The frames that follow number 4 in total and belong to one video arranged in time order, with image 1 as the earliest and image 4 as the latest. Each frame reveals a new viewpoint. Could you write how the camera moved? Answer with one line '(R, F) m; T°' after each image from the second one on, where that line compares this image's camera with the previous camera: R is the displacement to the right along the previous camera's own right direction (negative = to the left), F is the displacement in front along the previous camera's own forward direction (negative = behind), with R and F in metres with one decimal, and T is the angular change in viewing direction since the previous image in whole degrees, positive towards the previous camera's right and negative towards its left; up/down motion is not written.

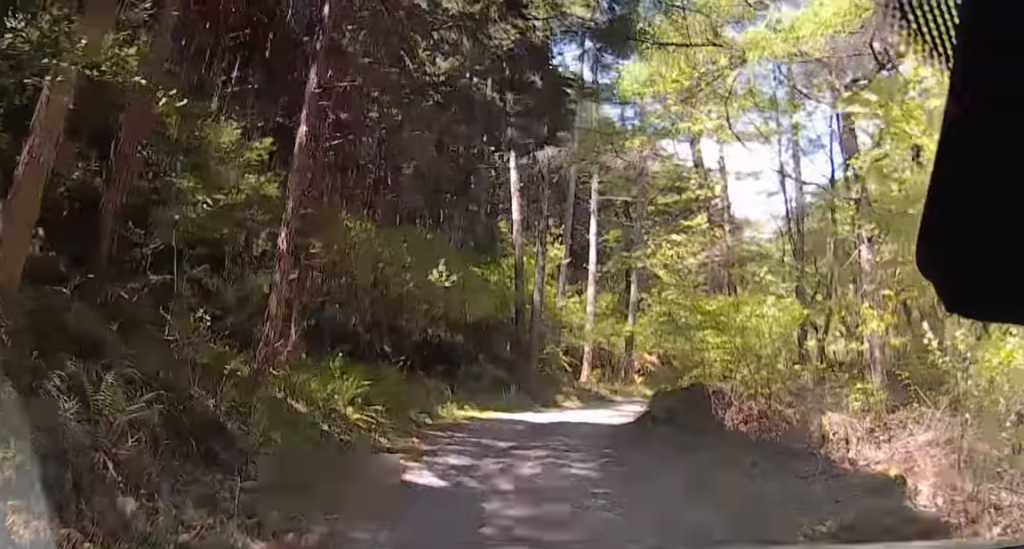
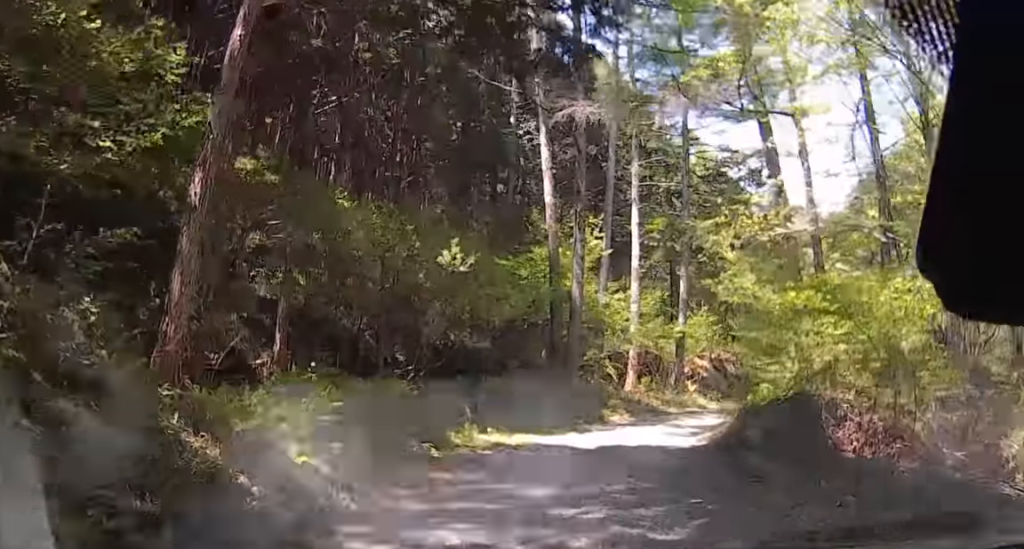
(-0.3, +2.9) m; +4°
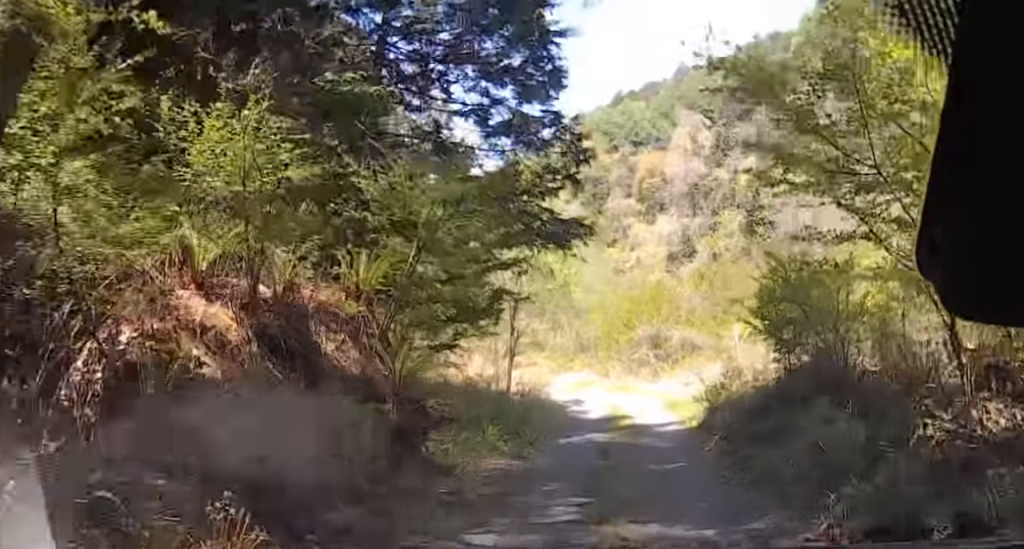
(+4.2, +19.3) m; +39°
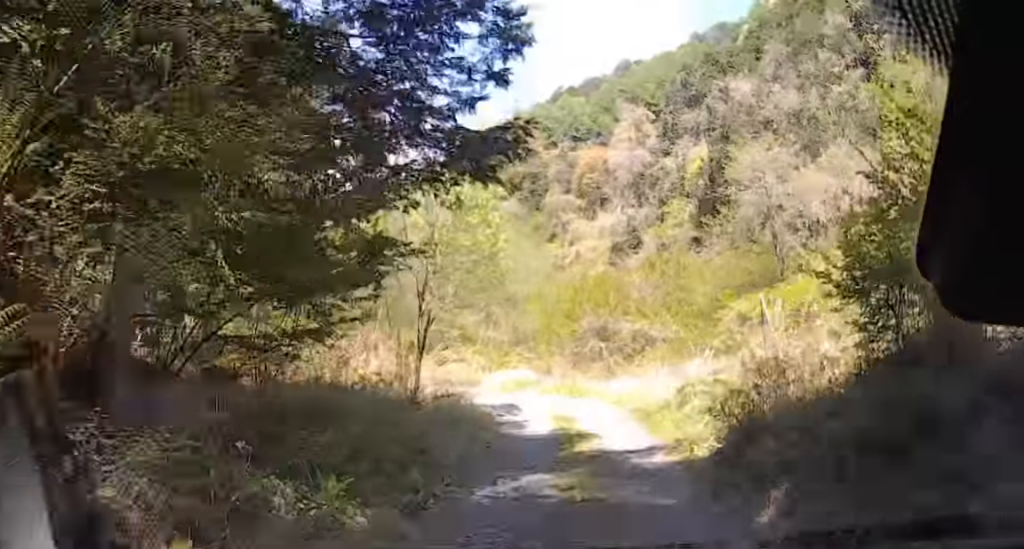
(+0.6, +4.8) m; 0°
